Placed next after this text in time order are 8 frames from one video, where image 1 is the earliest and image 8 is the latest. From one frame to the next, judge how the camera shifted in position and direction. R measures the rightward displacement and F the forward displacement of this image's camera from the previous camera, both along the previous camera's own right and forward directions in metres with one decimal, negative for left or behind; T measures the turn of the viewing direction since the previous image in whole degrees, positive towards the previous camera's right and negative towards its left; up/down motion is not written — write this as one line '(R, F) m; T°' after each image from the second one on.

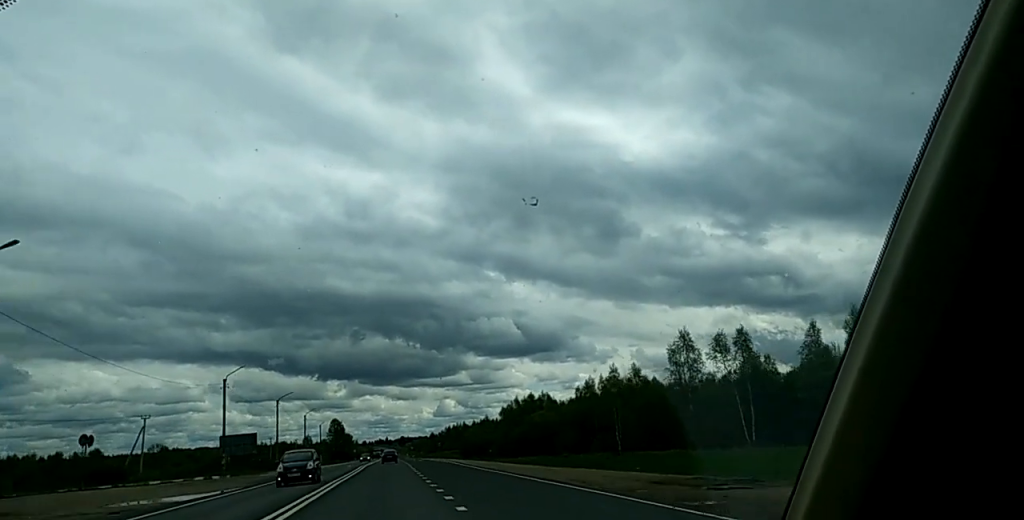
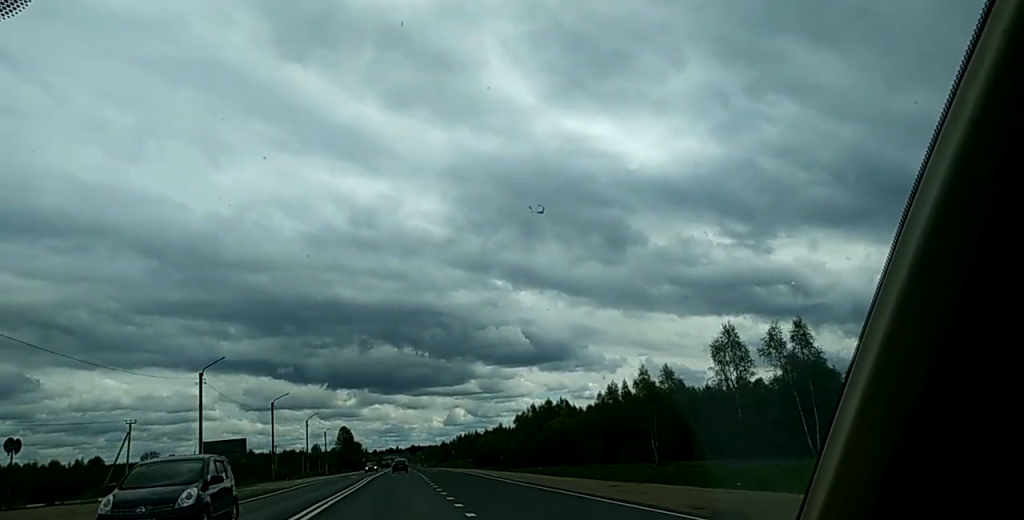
(+0.1, +12.2) m; +1°
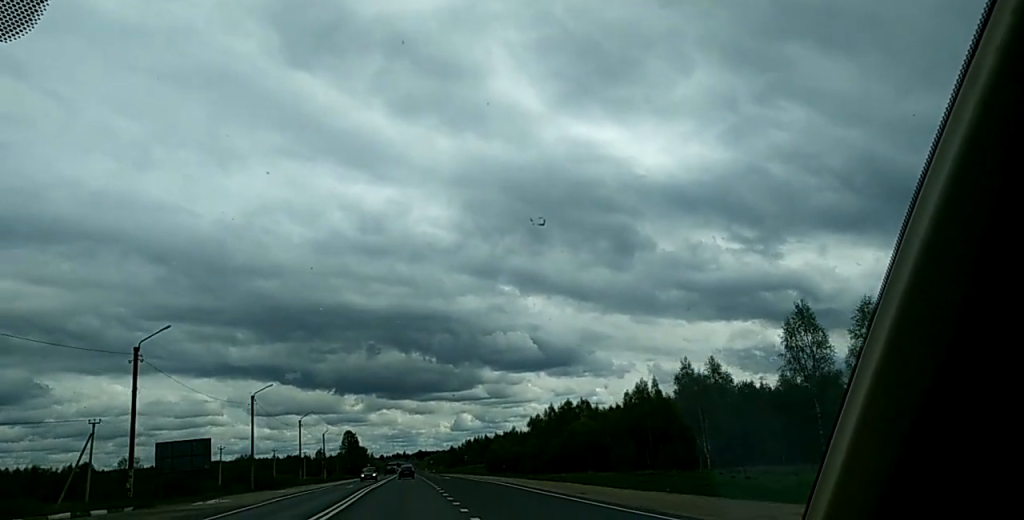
(+0.2, +16.1) m; 0°
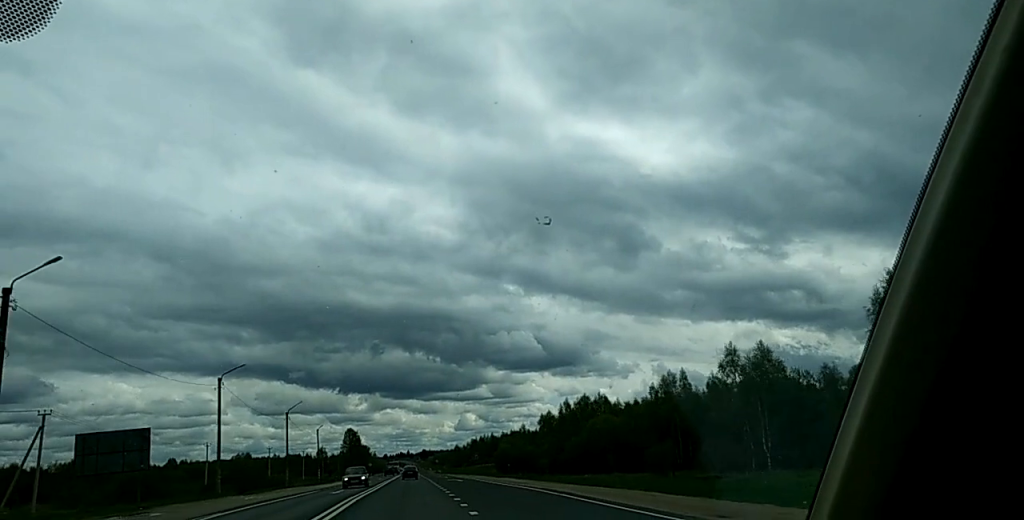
(-0.1, +14.2) m; 0°
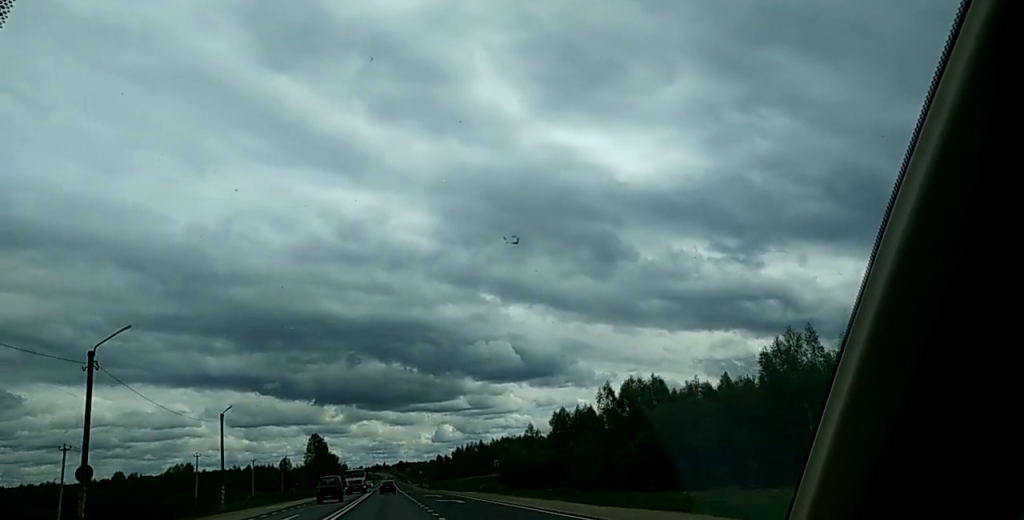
(-1.0, +52.5) m; -2°
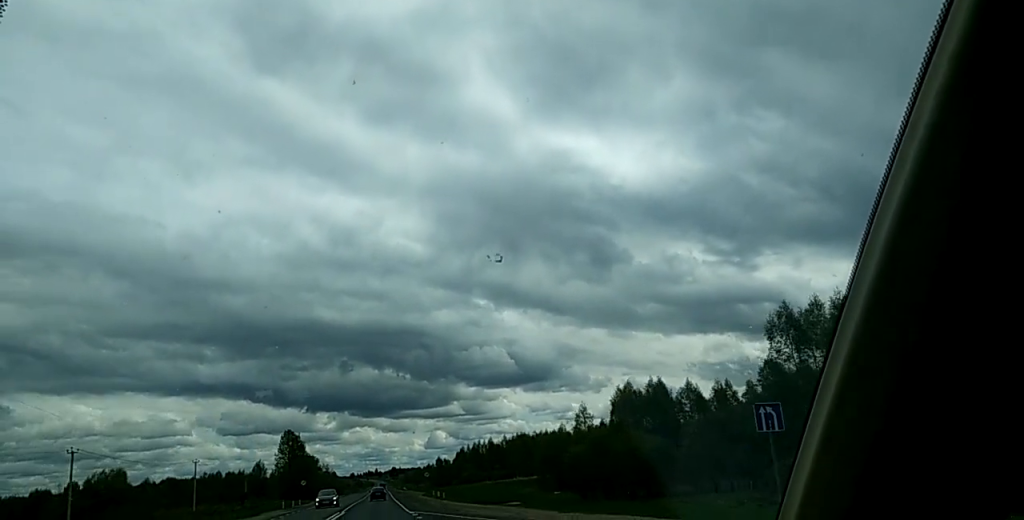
(-0.7, +56.5) m; -1°
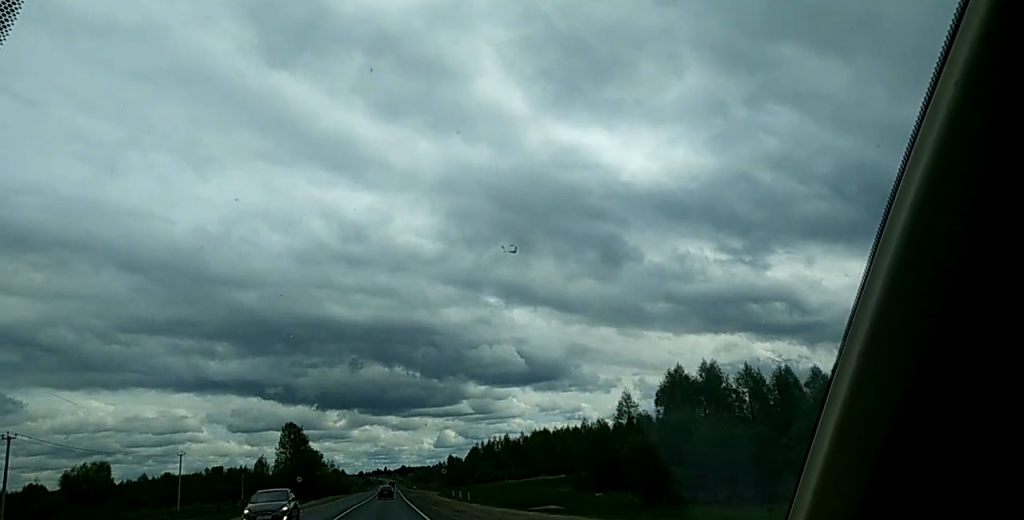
(+0.2, +19.4) m; -1°
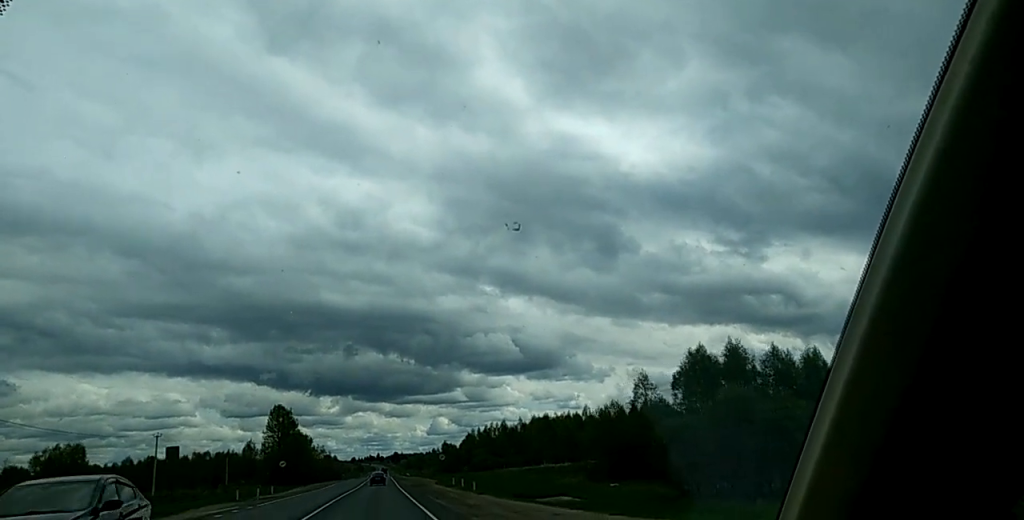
(-0.3, +10.2) m; 0°
